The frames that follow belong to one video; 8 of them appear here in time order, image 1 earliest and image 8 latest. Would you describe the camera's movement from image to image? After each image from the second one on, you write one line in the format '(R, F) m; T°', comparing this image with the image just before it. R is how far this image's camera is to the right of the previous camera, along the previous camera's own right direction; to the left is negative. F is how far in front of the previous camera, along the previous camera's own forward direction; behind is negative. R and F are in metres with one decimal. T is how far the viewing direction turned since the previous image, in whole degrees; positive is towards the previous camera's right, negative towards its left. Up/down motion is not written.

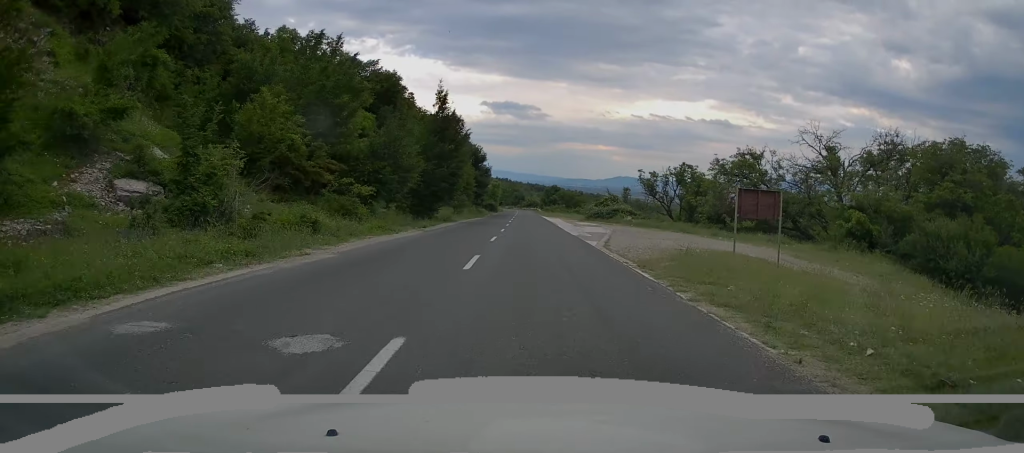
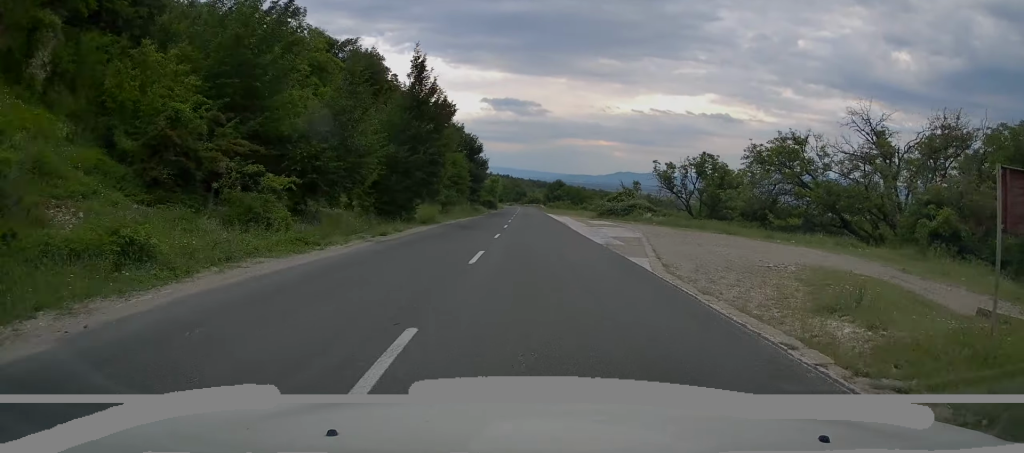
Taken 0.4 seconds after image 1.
(0.0, +8.5) m; 0°
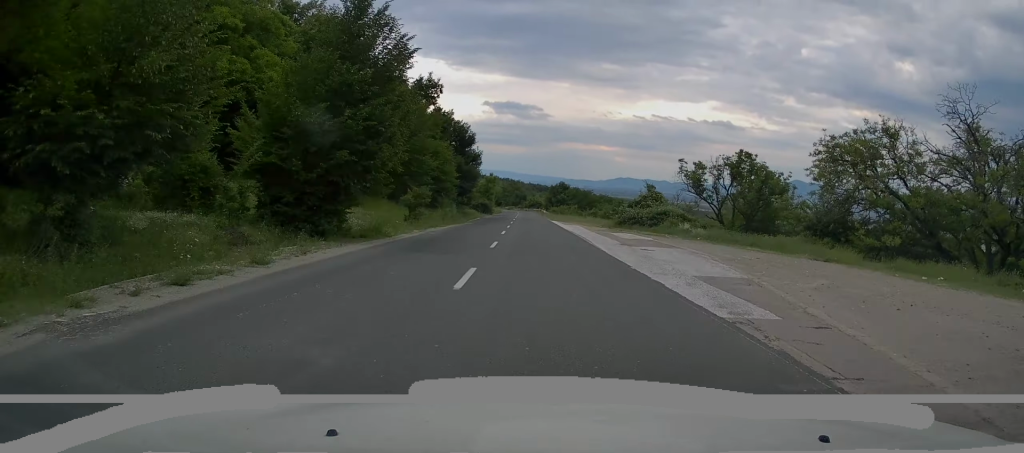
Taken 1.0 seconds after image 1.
(+0.1, +11.8) m; 0°
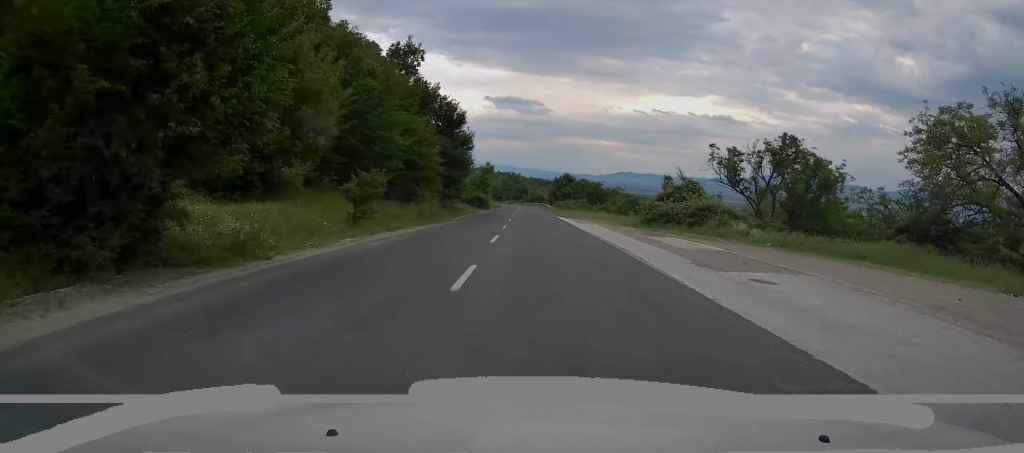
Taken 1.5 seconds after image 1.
(0.0, +9.9) m; 0°
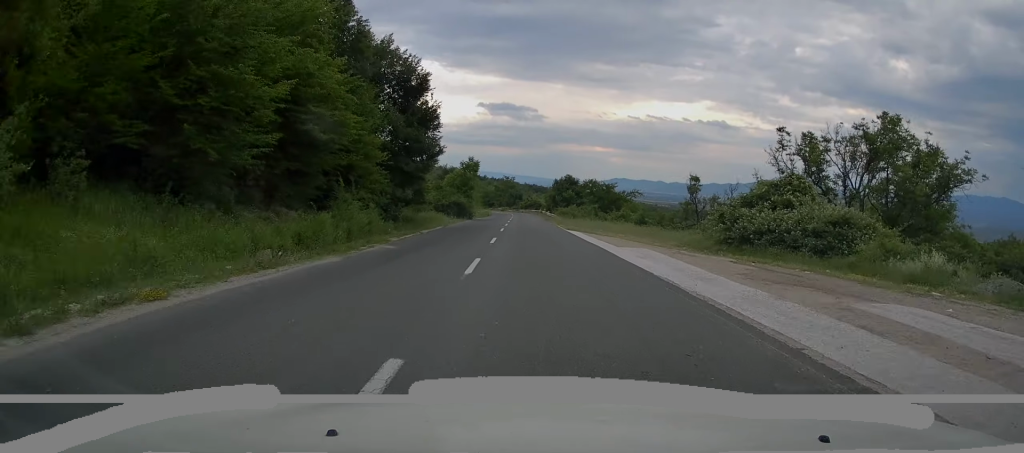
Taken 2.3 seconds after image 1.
(-0.1, +15.2) m; 0°
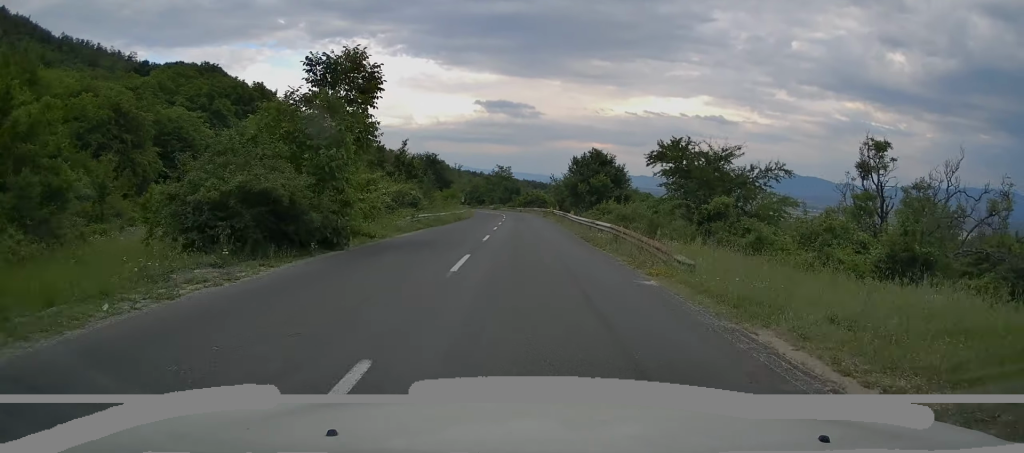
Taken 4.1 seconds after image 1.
(+0.6, +36.0) m; +1°
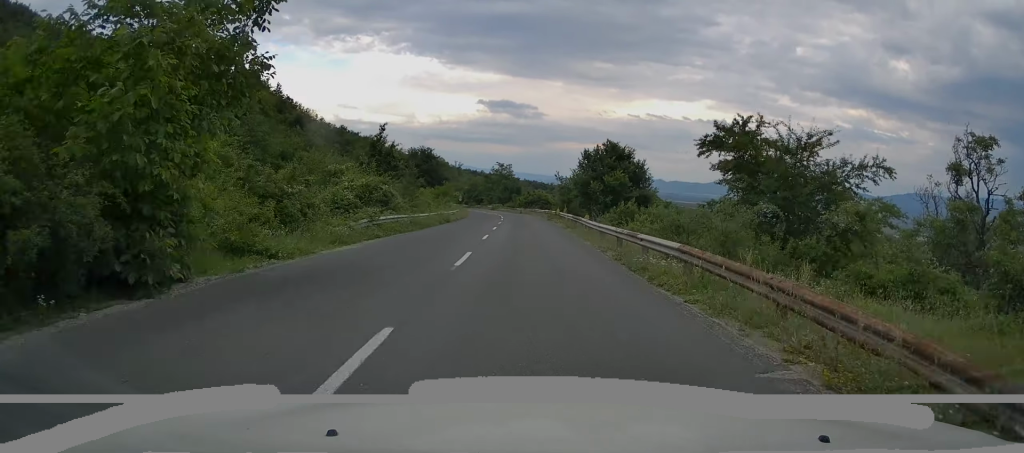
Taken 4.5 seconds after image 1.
(0.0, +8.0) m; 0°
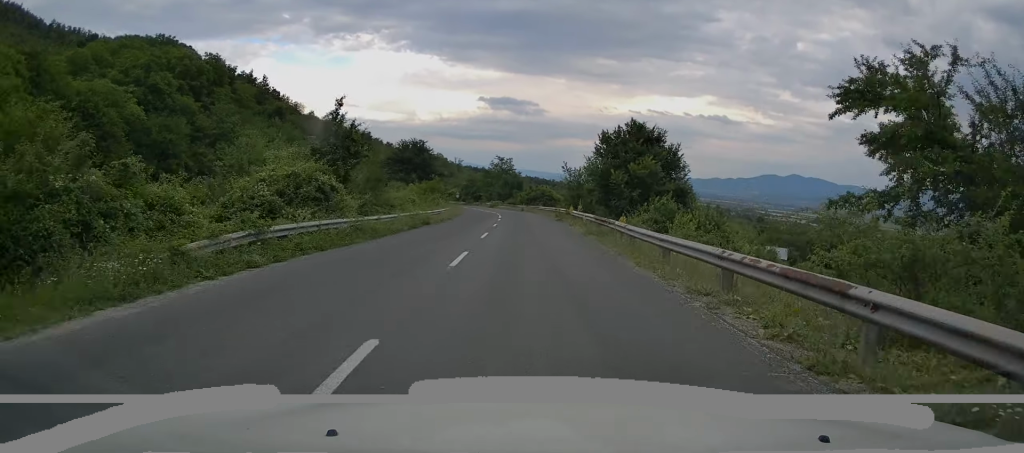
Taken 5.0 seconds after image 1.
(-0.1, +9.4) m; 0°
